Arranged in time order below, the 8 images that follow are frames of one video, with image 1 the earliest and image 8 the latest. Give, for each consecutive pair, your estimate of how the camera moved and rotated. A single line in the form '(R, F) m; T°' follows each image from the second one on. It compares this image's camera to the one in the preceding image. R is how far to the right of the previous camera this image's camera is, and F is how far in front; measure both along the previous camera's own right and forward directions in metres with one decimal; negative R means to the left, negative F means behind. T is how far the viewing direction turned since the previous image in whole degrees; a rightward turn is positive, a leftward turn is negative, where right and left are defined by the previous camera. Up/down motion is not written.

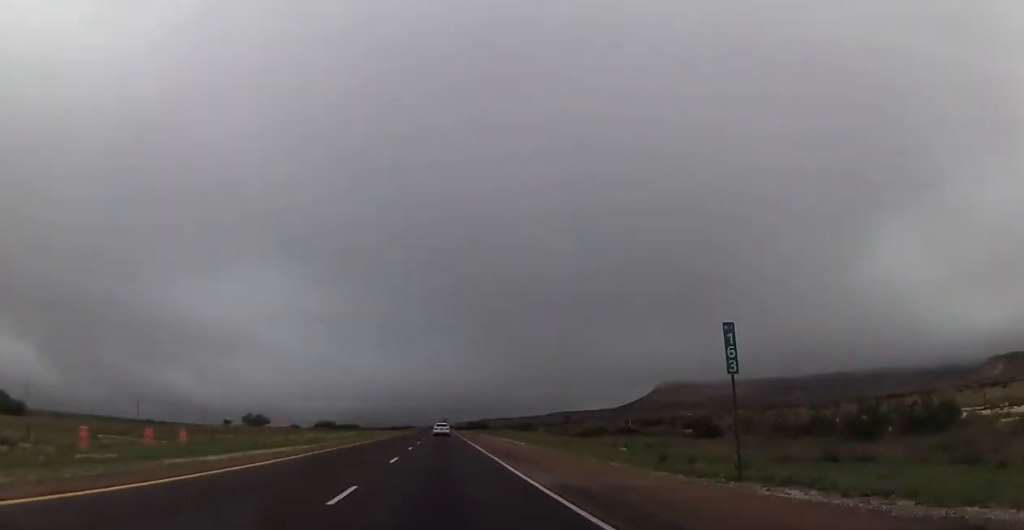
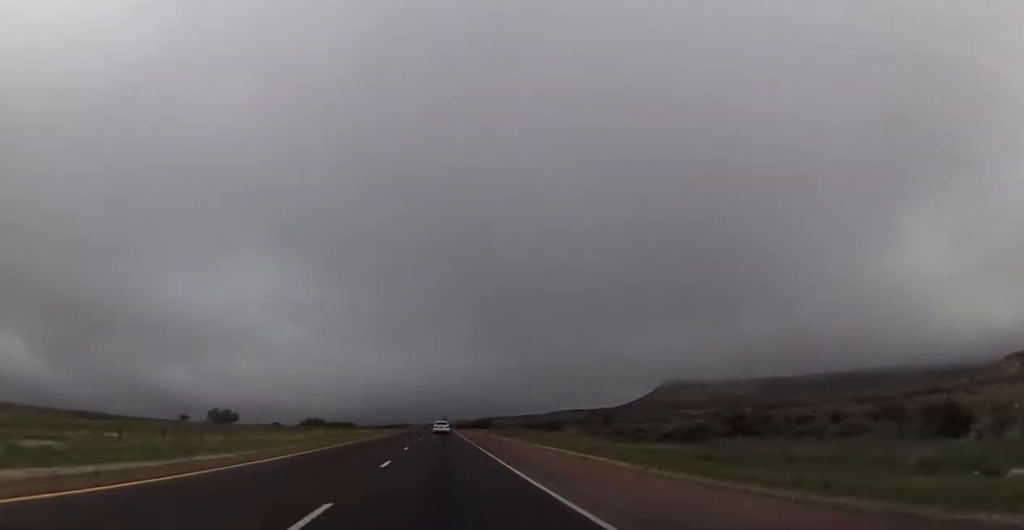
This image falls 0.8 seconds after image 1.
(-0.5, +27.7) m; 0°
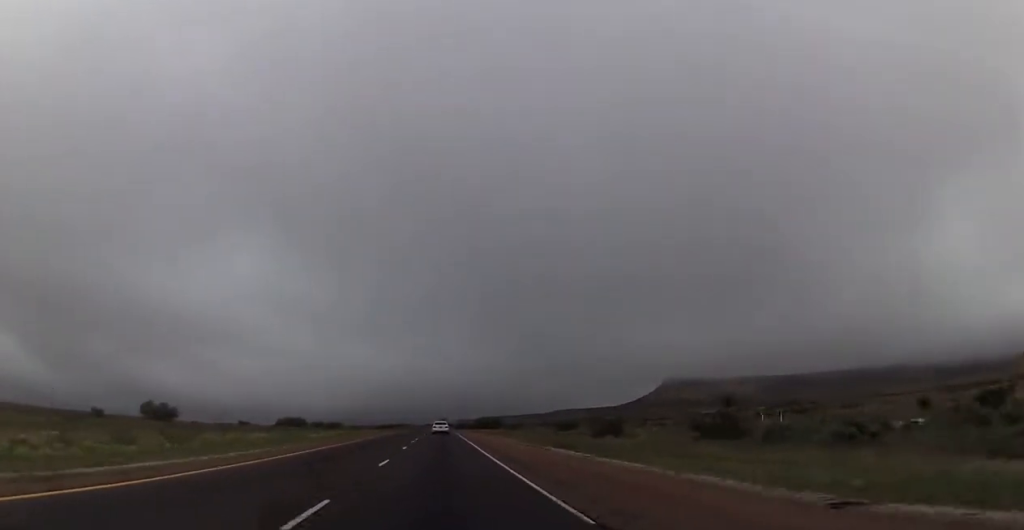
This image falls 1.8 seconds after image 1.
(+0.4, +36.1) m; +1°
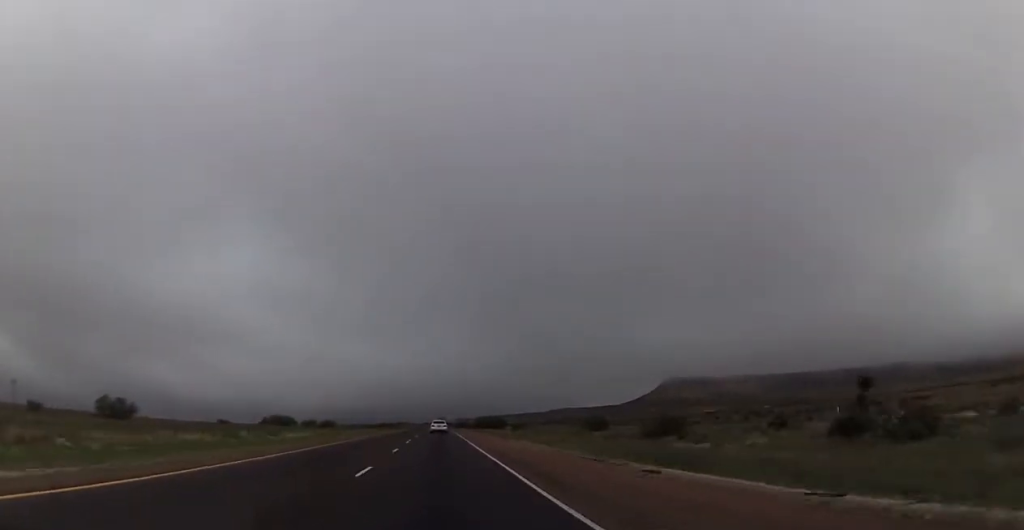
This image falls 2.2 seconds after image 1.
(+0.1, +16.9) m; 0°
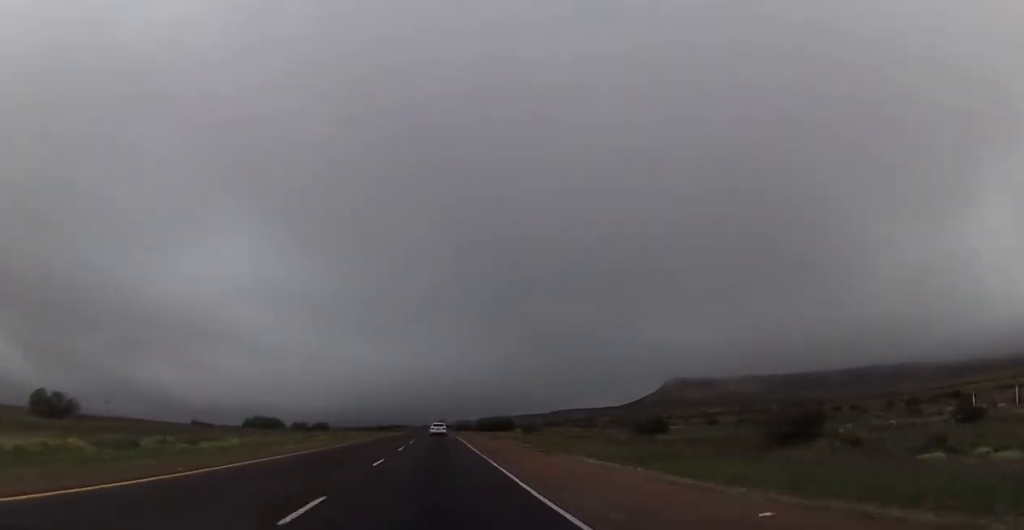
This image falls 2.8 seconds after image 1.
(0.0, +19.3) m; 0°
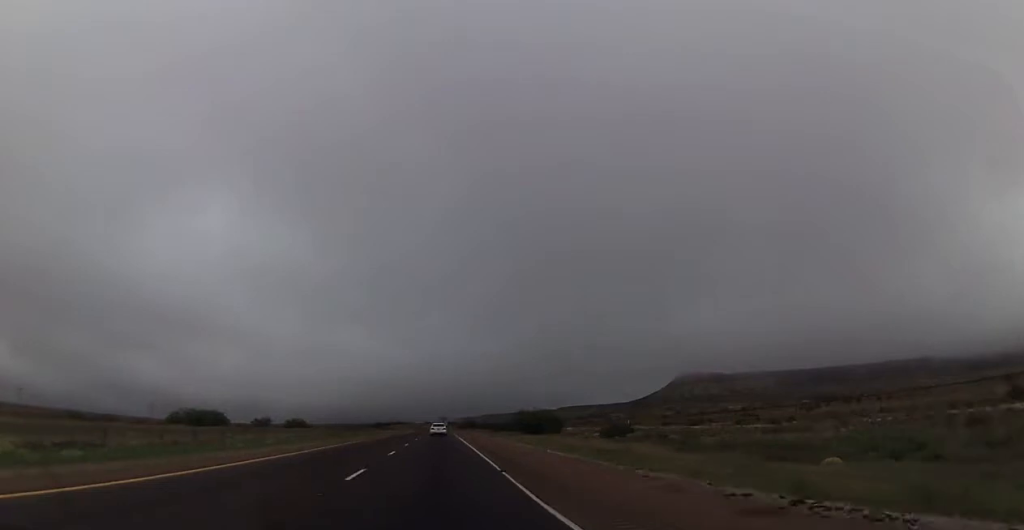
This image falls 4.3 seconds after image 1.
(-0.1, +56.6) m; 0°
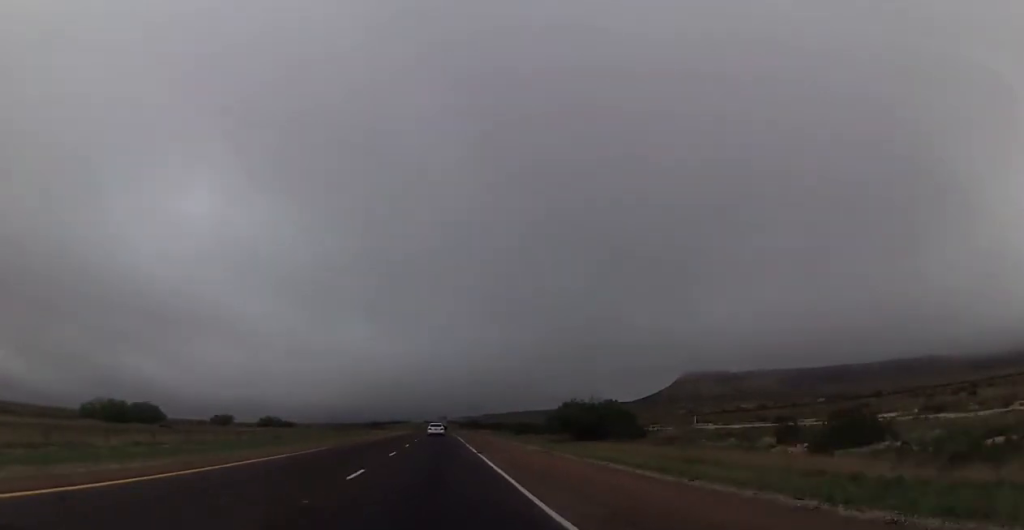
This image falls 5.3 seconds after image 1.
(0.0, +36.1) m; 0°
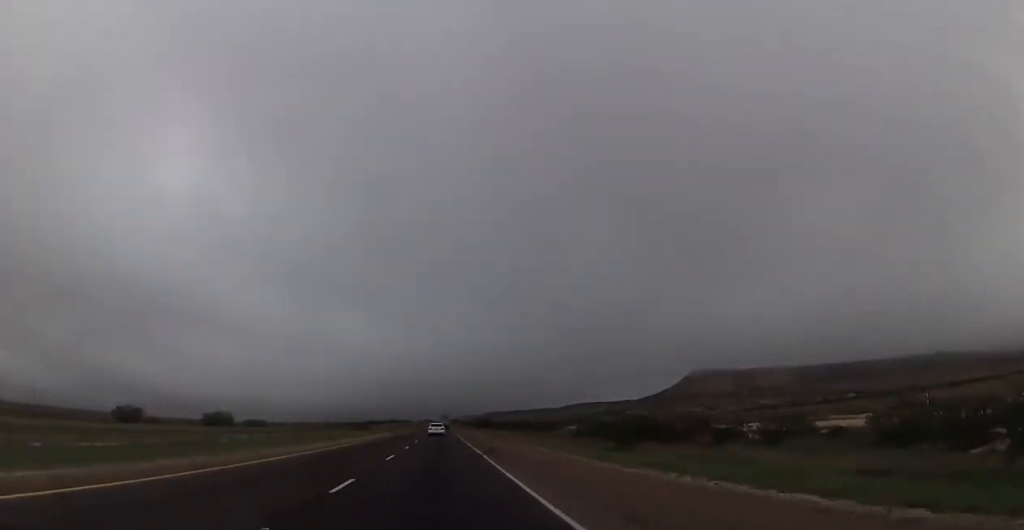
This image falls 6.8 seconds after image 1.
(-0.1, +51.6) m; 0°
